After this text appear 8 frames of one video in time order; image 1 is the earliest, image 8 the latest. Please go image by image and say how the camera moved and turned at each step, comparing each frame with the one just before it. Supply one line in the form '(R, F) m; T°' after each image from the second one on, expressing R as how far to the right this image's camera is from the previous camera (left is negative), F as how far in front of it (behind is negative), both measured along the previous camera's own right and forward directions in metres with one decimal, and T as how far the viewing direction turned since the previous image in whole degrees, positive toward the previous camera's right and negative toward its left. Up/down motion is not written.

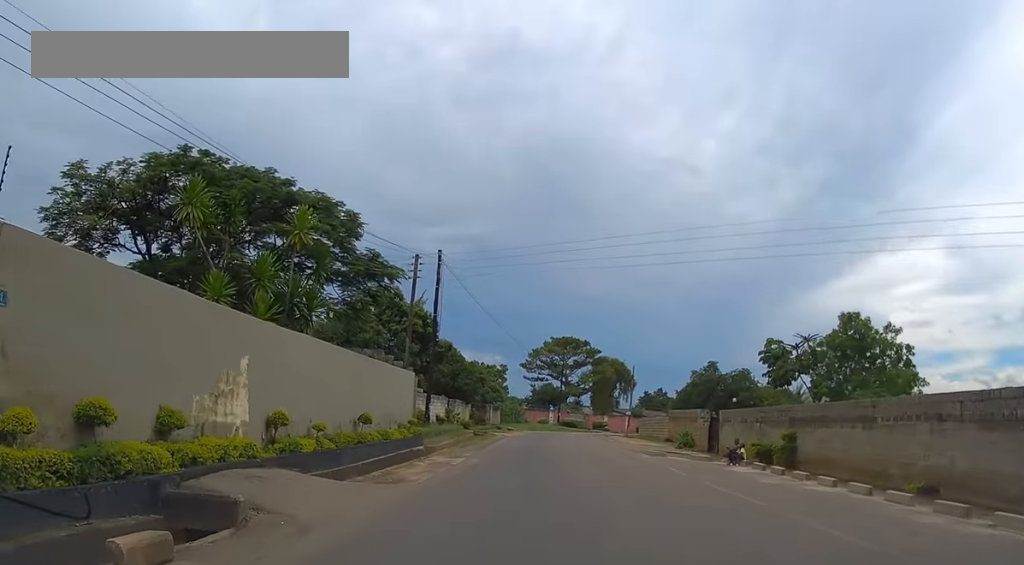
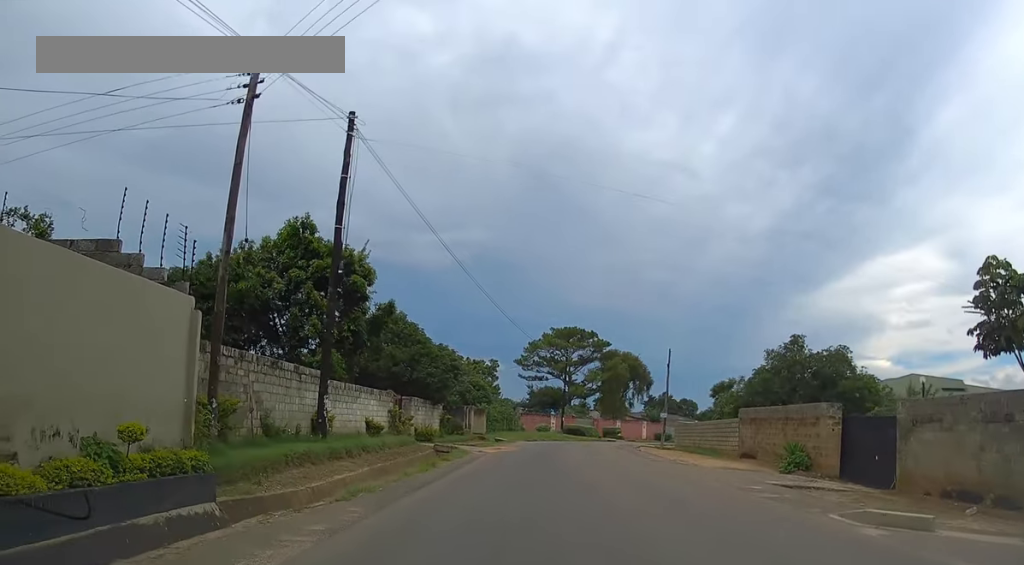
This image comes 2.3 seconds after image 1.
(0.0, +19.7) m; -1°
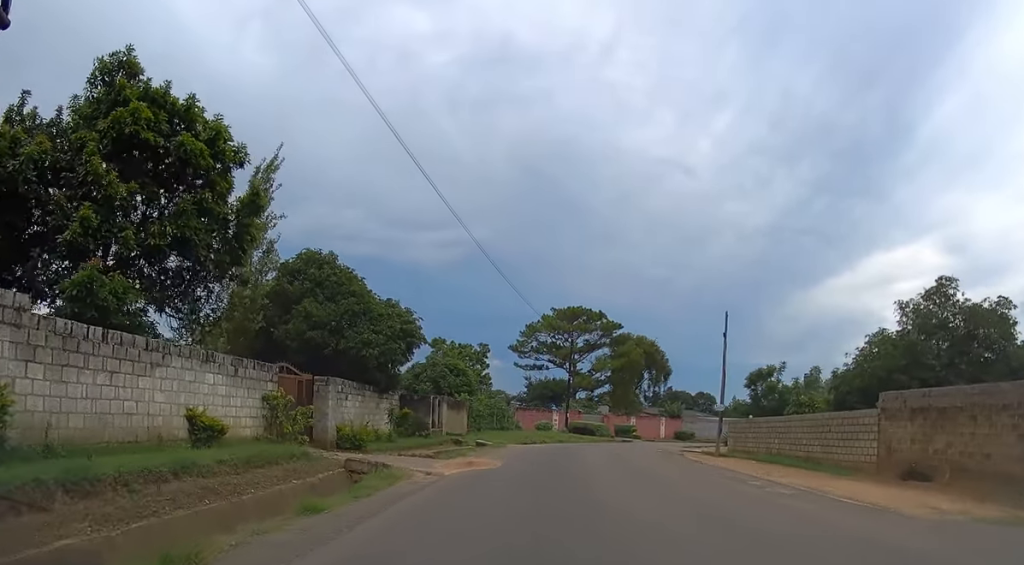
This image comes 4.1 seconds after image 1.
(-0.1, +15.4) m; 0°
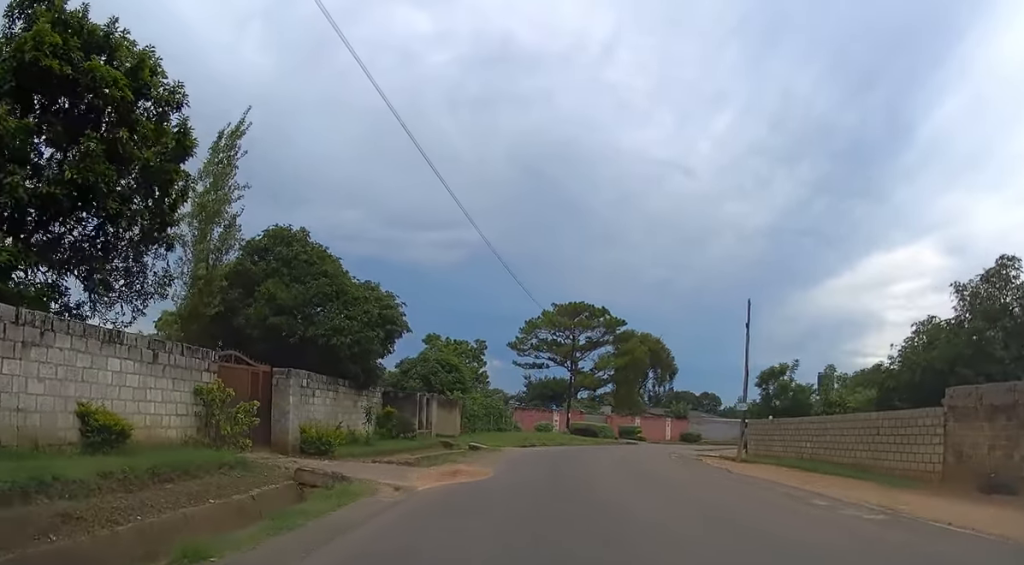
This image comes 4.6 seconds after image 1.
(+0.1, +3.8) m; 0°
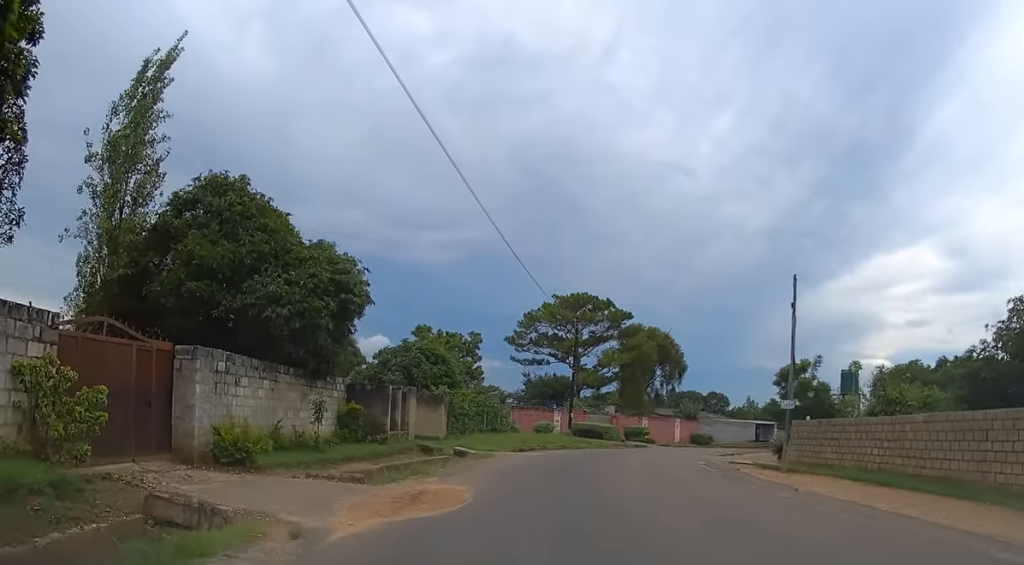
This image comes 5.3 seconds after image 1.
(0.0, +5.7) m; 0°
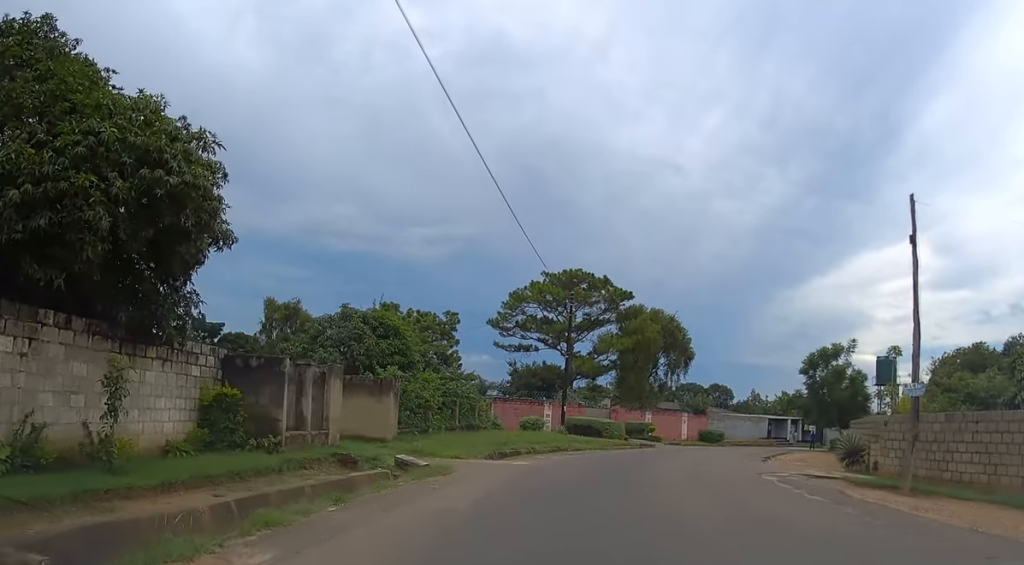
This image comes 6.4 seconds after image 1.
(+0.1, +9.4) m; +1°
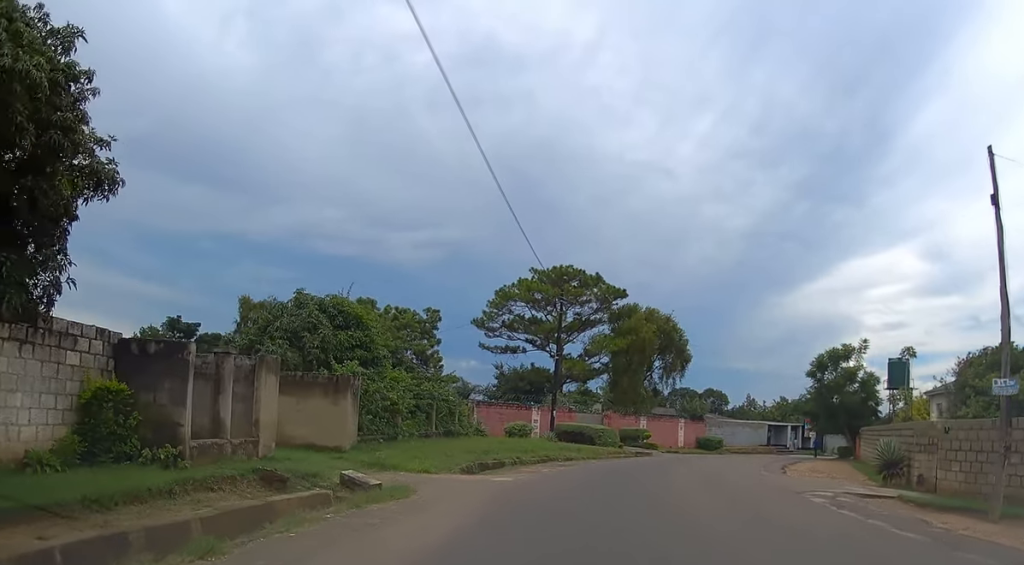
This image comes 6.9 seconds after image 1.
(0.0, +4.0) m; +1°
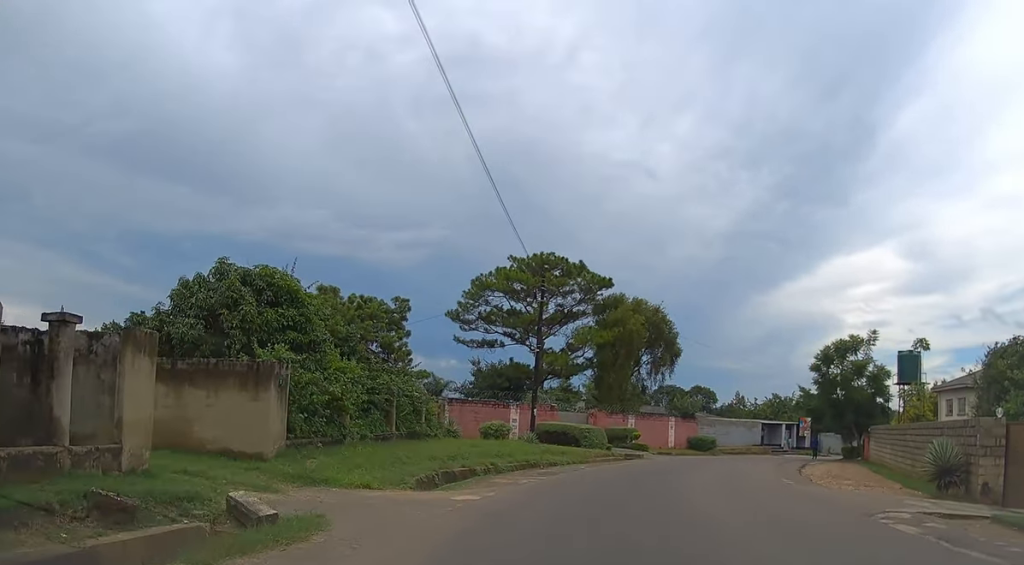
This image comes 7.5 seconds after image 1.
(-0.1, +4.5) m; +1°
